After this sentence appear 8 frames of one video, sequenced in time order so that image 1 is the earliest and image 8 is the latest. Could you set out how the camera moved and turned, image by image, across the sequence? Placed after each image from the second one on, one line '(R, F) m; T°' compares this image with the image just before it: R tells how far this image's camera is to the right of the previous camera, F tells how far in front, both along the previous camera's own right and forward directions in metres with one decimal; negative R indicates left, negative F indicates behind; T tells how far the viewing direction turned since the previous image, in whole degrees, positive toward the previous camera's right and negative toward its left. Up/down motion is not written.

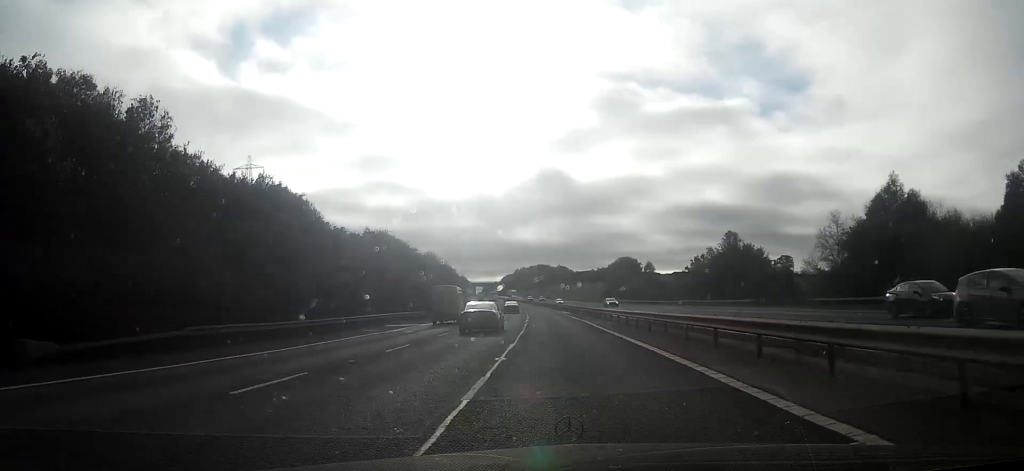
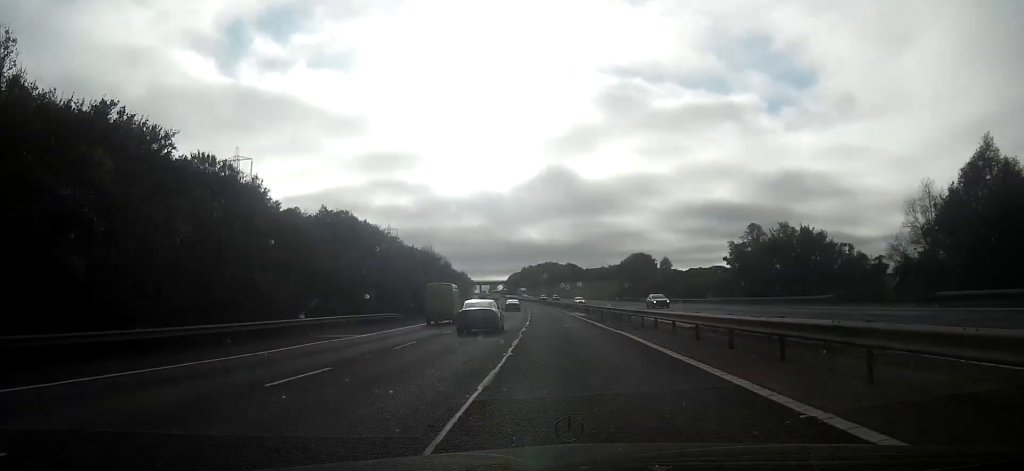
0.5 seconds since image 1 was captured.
(-0.1, +16.9) m; -1°
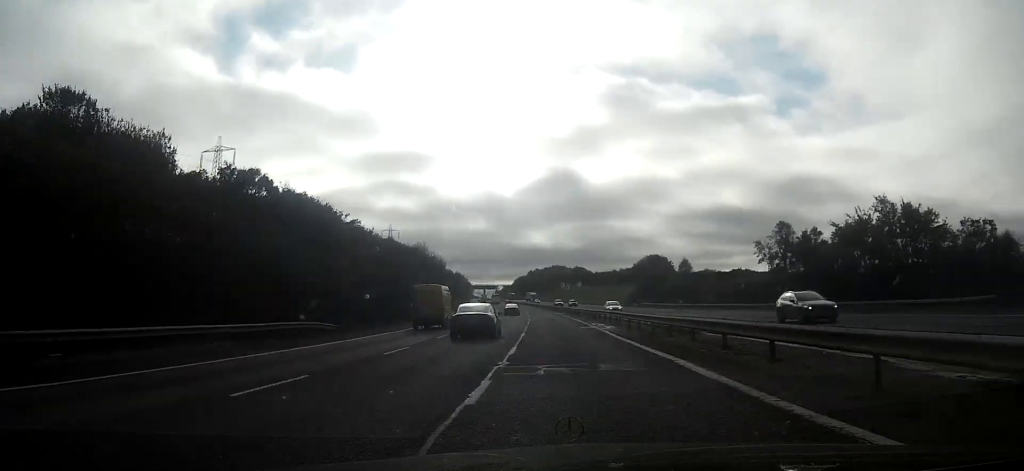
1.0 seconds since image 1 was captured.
(-0.1, +19.4) m; -1°
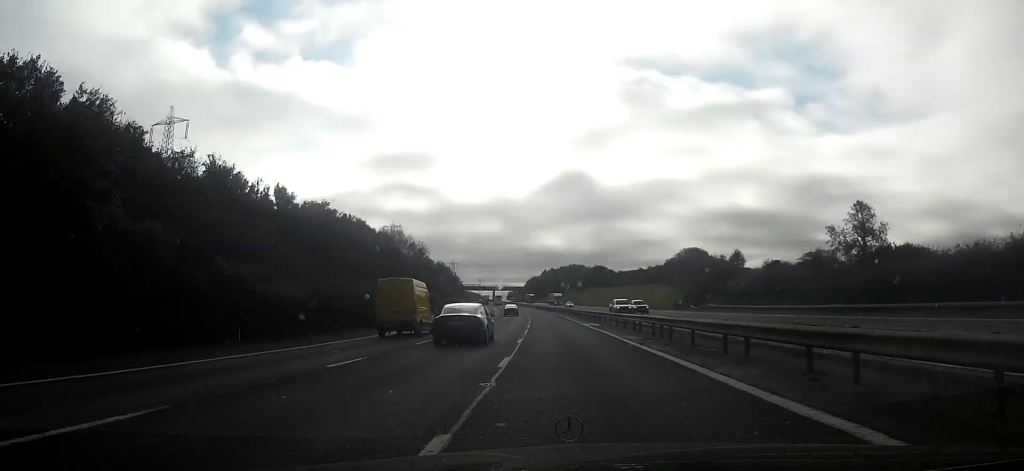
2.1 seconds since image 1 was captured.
(-0.5, +39.9) m; -2°
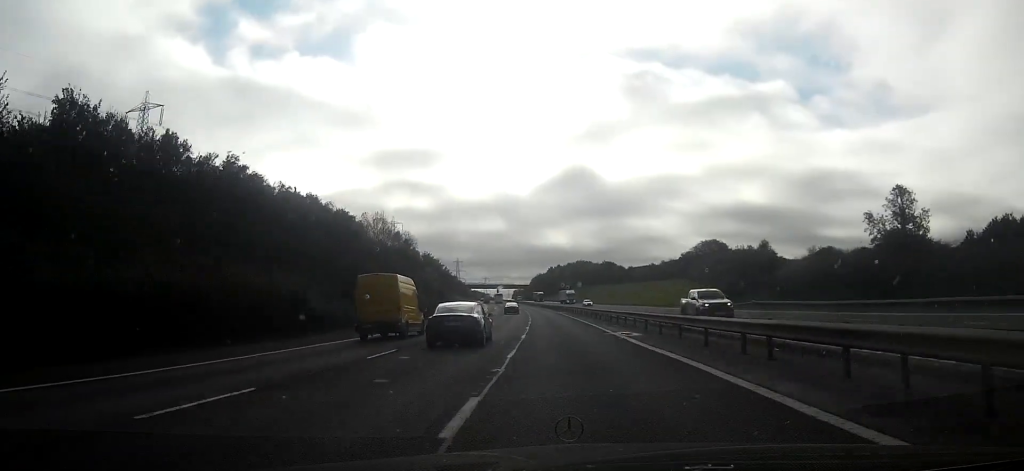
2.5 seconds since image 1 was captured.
(0.0, +15.8) m; -1°
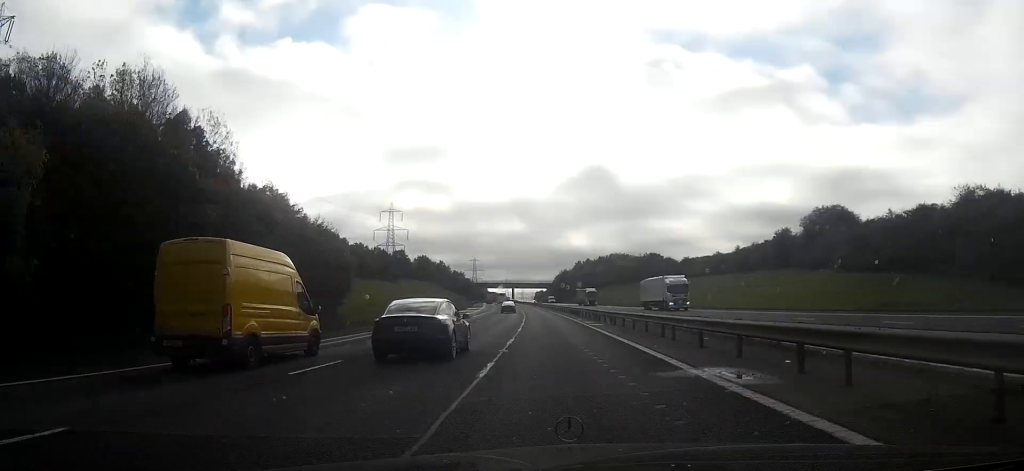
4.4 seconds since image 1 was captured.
(-1.4, +67.5) m; -2°
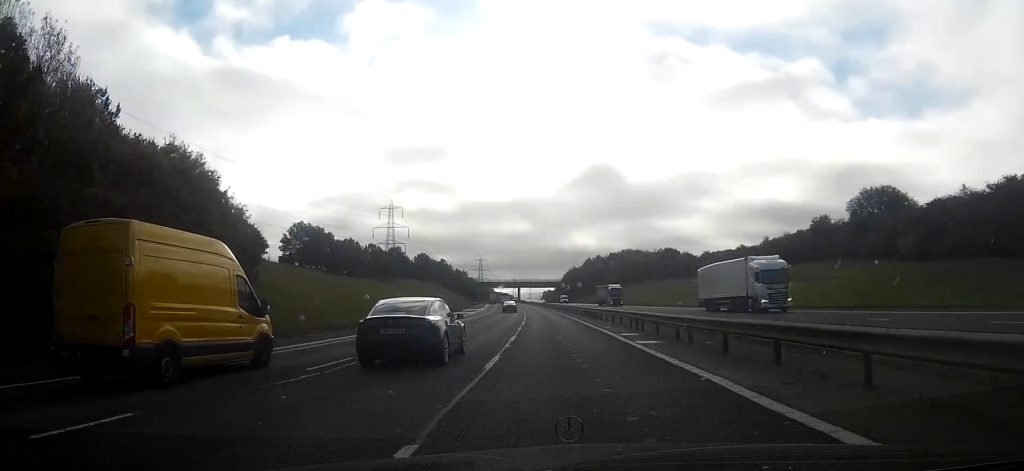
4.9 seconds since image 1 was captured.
(-0.1, +16.7) m; -1°
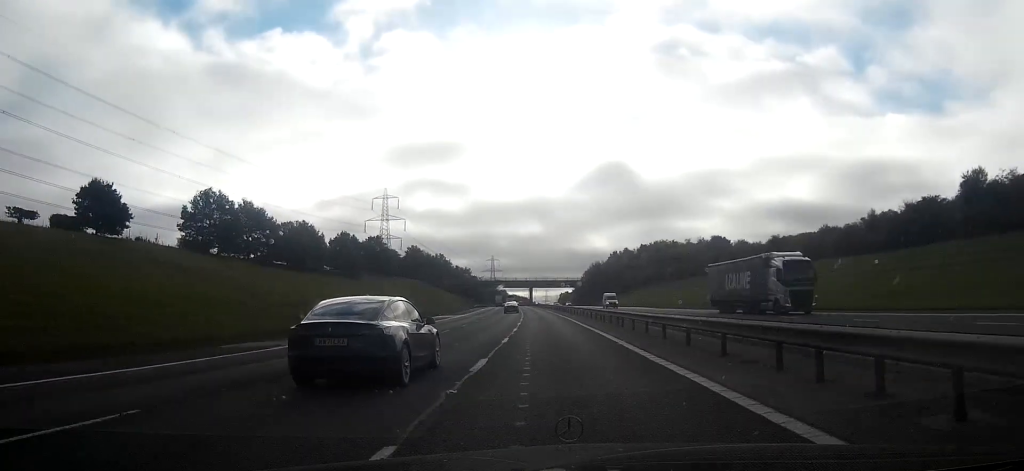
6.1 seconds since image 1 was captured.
(-0.6, +45.2) m; -2°
